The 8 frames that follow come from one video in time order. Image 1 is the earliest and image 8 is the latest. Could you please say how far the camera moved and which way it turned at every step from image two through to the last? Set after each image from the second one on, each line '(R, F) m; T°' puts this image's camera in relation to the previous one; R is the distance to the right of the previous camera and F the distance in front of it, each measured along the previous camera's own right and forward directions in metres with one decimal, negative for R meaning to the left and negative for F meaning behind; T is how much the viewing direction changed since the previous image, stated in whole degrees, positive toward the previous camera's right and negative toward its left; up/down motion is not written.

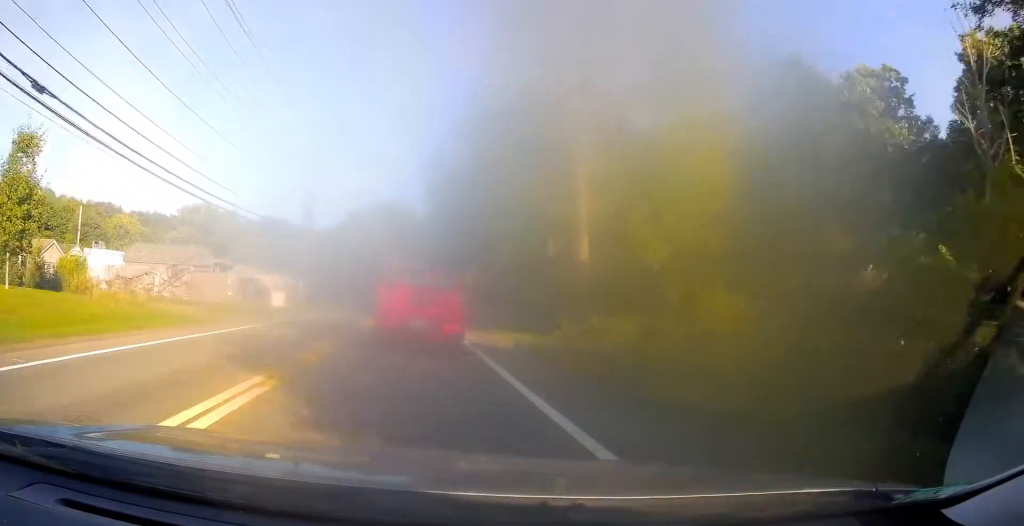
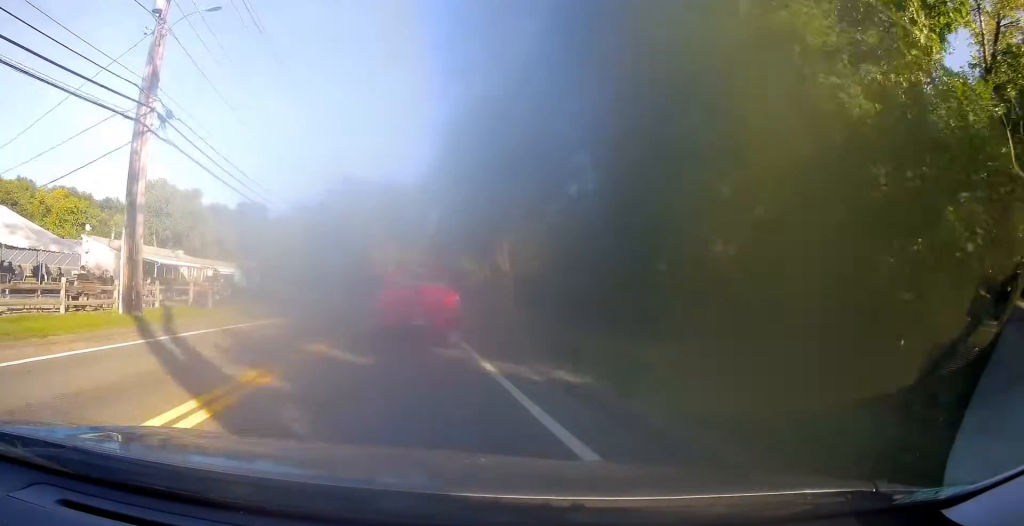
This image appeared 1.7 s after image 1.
(-0.5, +28.8) m; -2°
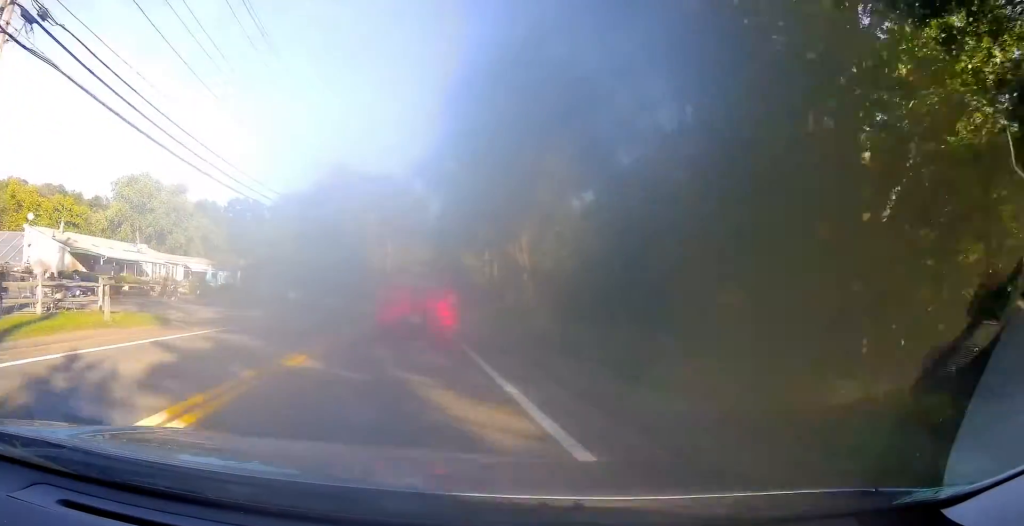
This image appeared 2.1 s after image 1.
(0.0, +8.0) m; 0°
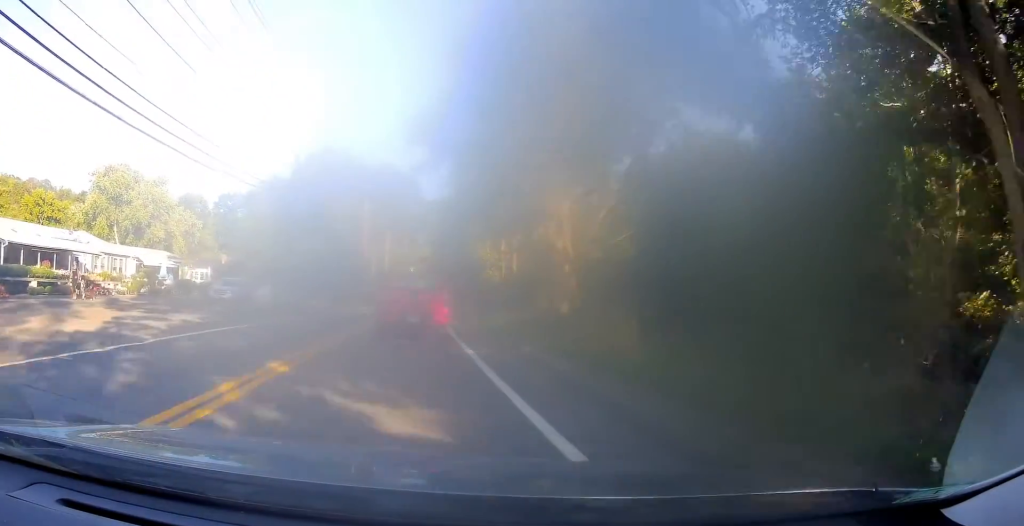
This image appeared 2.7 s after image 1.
(+0.1, +10.2) m; 0°
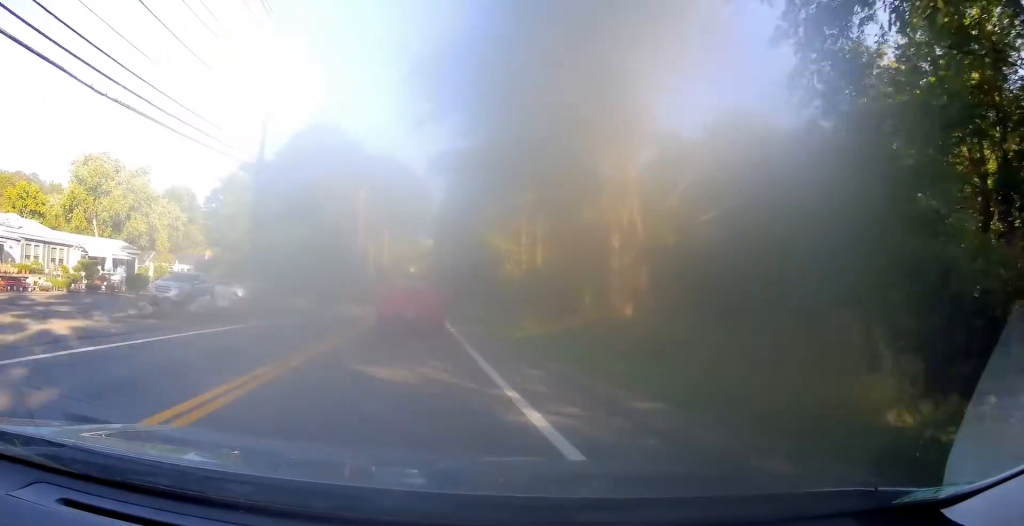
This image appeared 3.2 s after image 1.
(0.0, +8.3) m; 0°
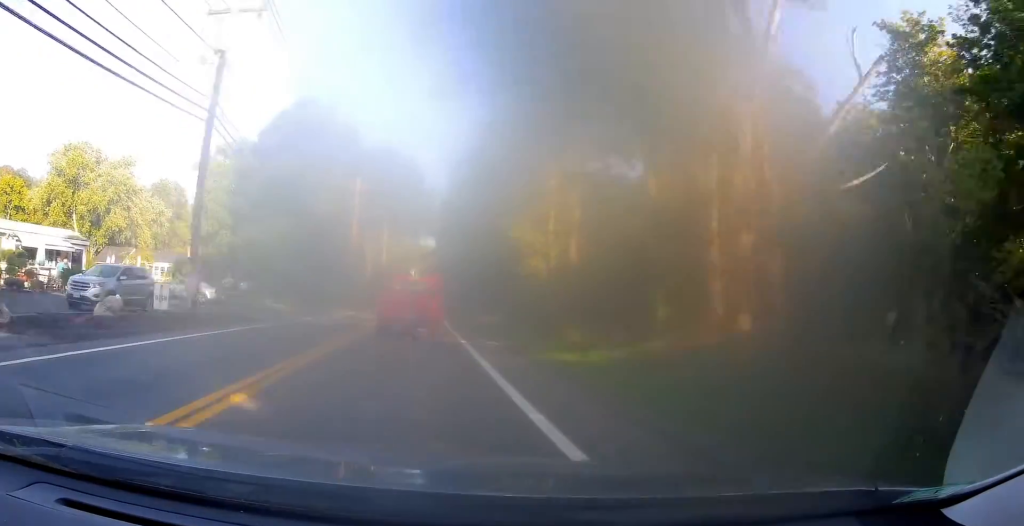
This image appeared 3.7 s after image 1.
(0.0, +7.2) m; 0°
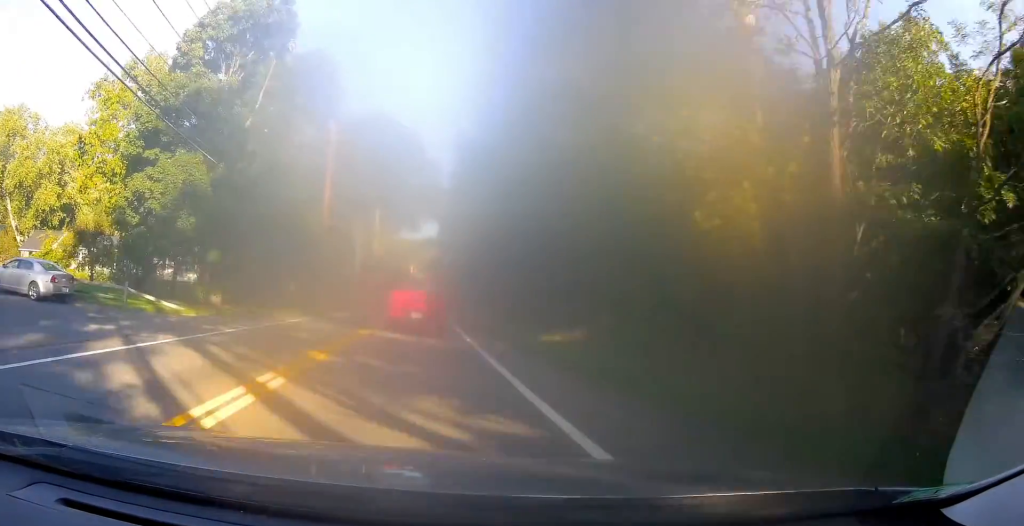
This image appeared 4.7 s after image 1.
(+0.1, +17.8) m; 0°
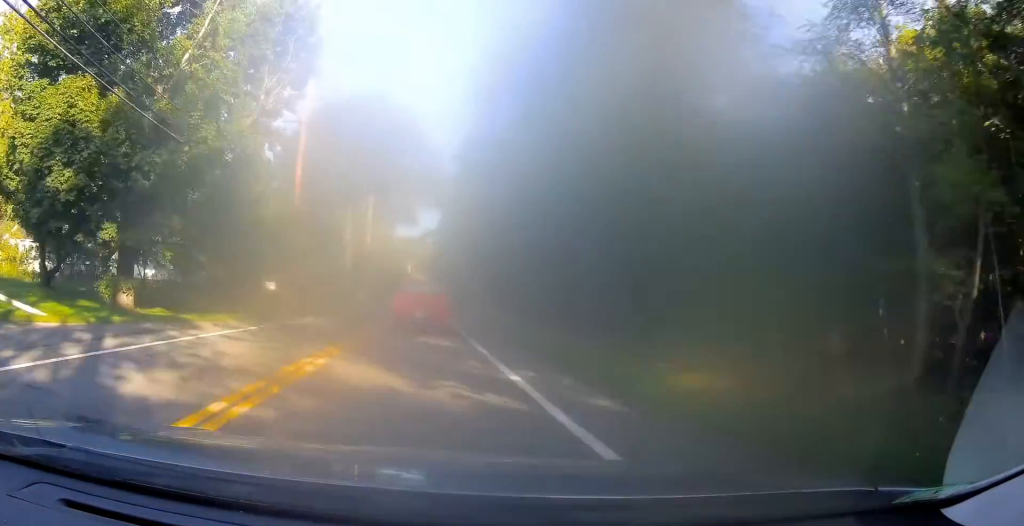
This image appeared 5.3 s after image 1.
(-0.1, +9.0) m; 0°
